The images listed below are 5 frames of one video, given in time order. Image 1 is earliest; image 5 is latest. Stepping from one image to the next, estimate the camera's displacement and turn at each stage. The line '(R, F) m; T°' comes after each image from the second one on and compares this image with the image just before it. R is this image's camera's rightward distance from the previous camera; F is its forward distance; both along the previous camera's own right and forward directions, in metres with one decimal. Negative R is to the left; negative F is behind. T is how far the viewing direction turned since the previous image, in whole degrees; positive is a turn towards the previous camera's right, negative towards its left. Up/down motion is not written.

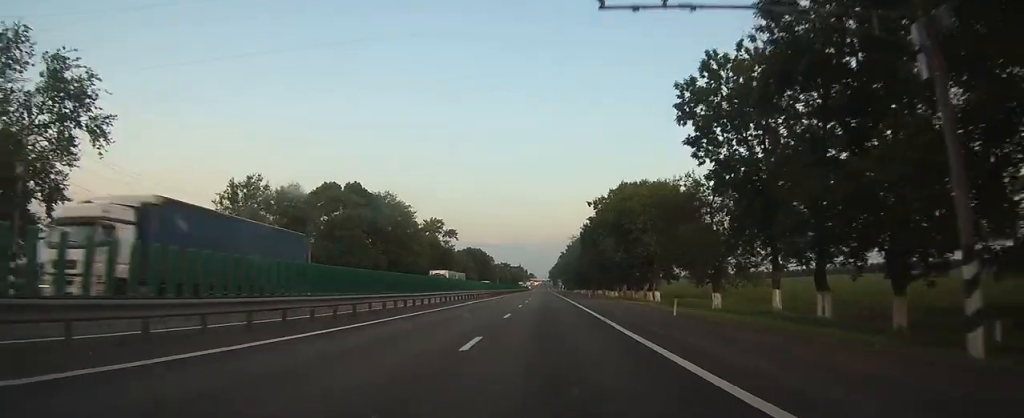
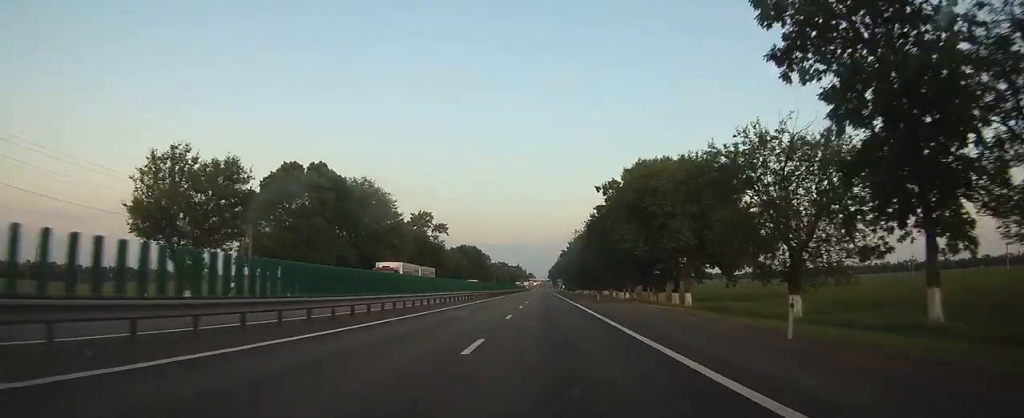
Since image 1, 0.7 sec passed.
(0.0, +12.0) m; 0°
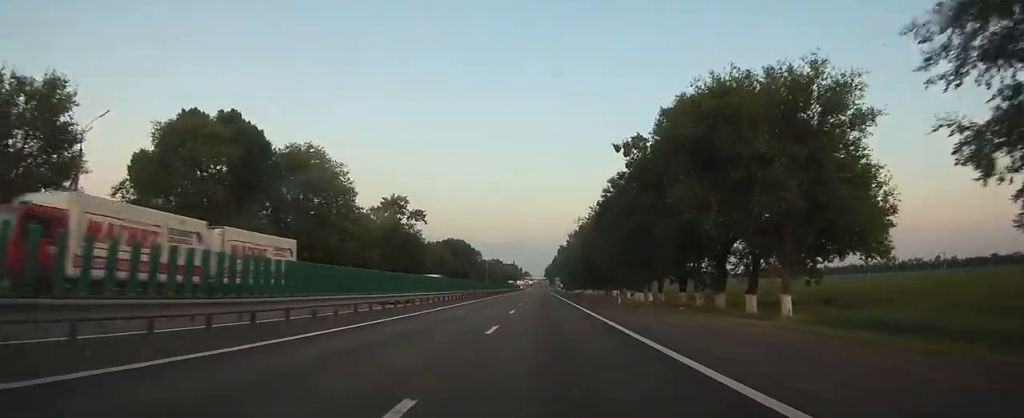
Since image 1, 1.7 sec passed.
(0.0, +18.6) m; 0°
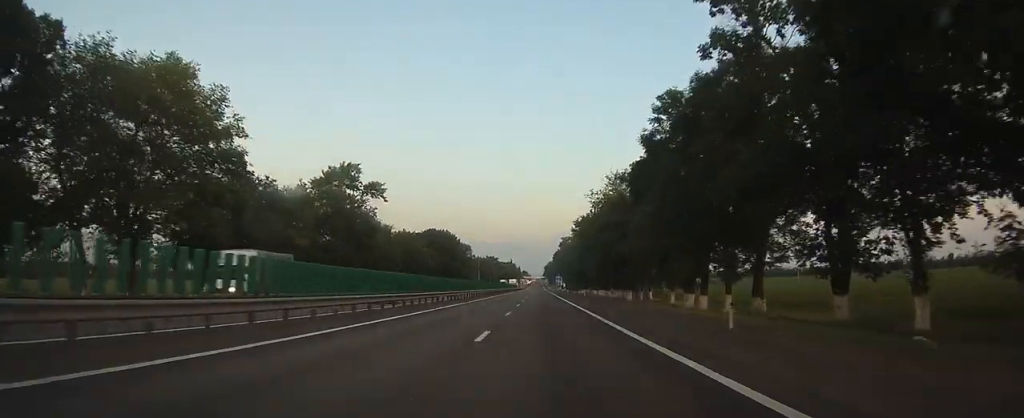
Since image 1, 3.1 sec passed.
(0.0, +25.0) m; 0°
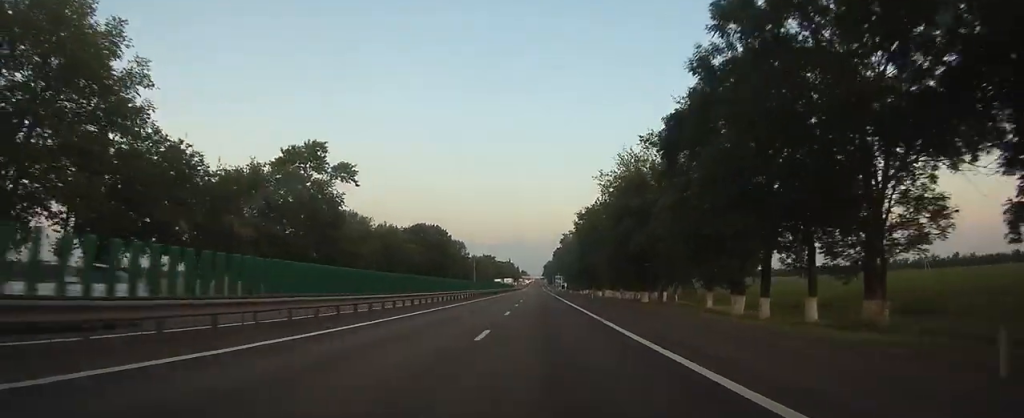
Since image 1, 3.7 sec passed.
(-0.1, +11.1) m; 0°
